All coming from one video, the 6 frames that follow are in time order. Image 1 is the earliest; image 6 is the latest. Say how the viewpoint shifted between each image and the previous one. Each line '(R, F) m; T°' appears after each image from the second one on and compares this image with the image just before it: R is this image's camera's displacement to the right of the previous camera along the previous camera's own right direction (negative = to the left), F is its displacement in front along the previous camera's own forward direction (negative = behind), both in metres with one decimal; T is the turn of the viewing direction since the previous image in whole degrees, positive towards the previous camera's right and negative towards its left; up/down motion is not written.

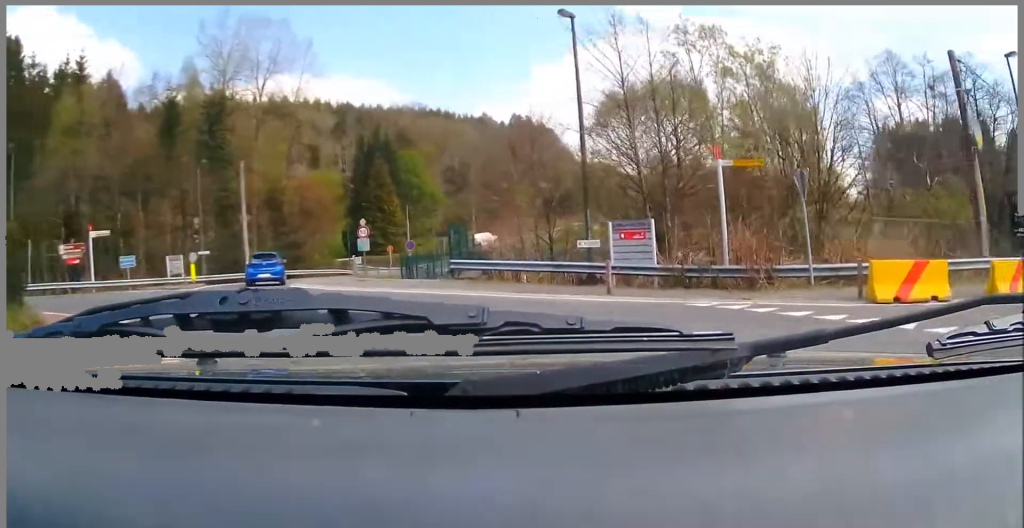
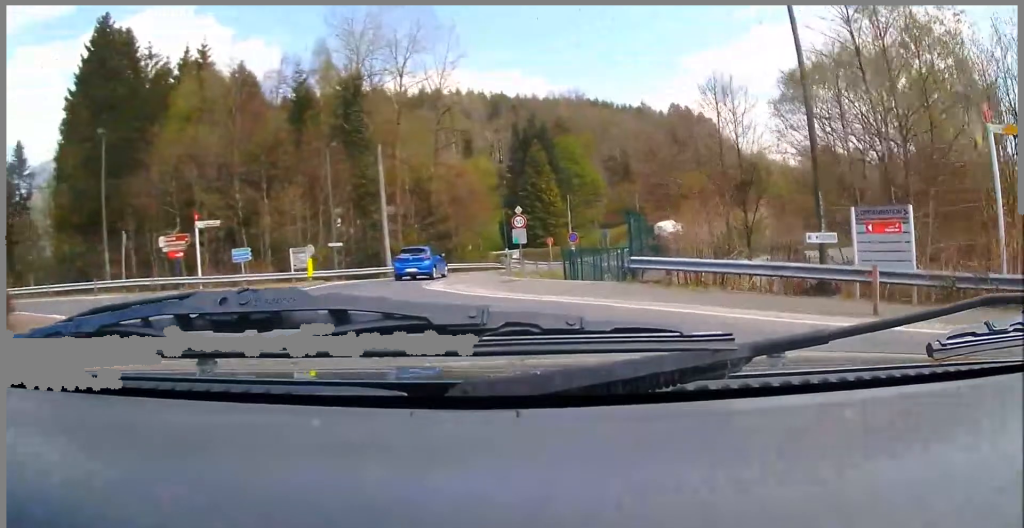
(-0.7, +4.5) m; -10°
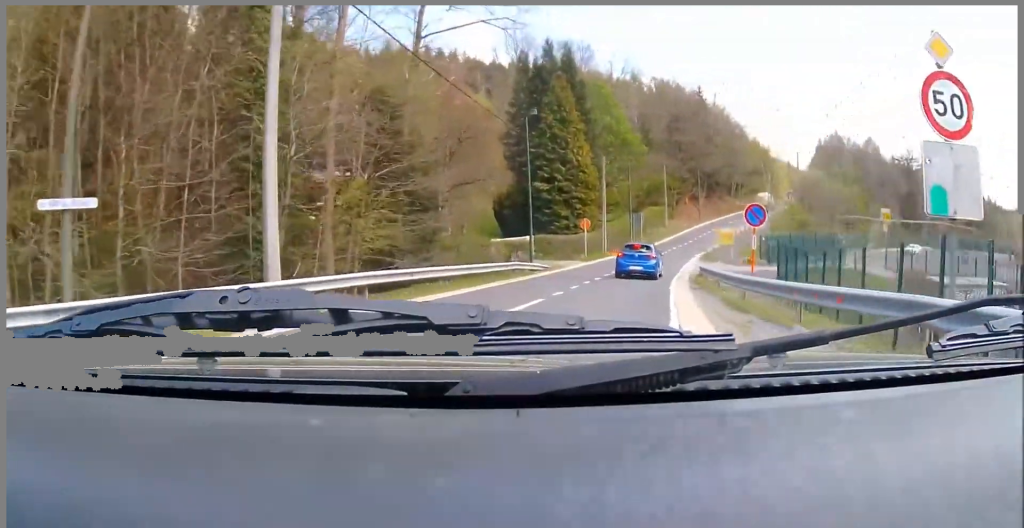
(-0.1, +28.3) m; +4°
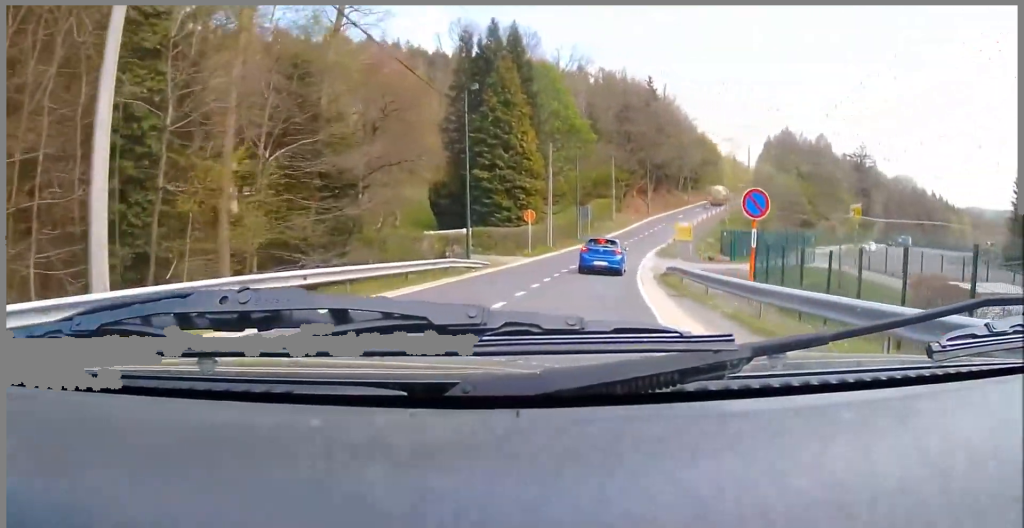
(0.0, +5.1) m; +3°
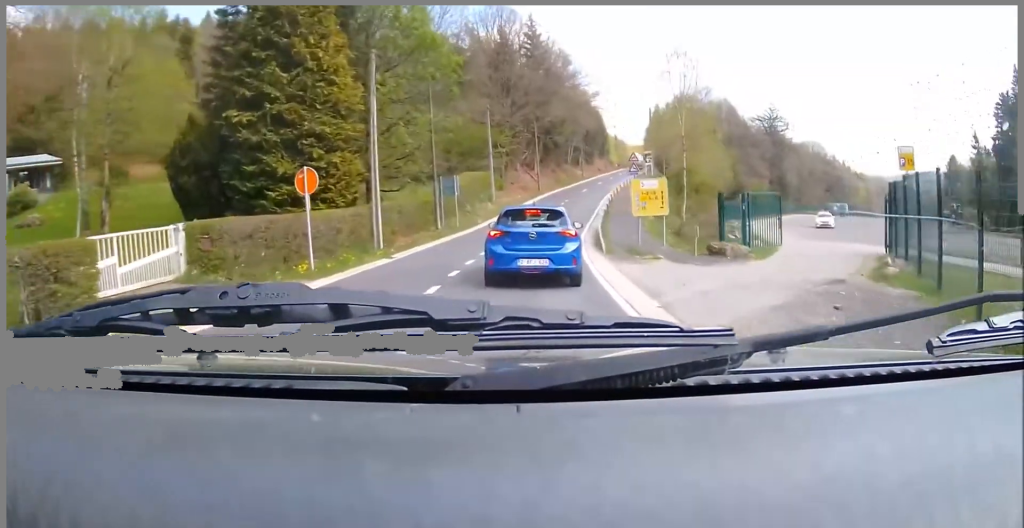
(+3.6, +23.7) m; +16°
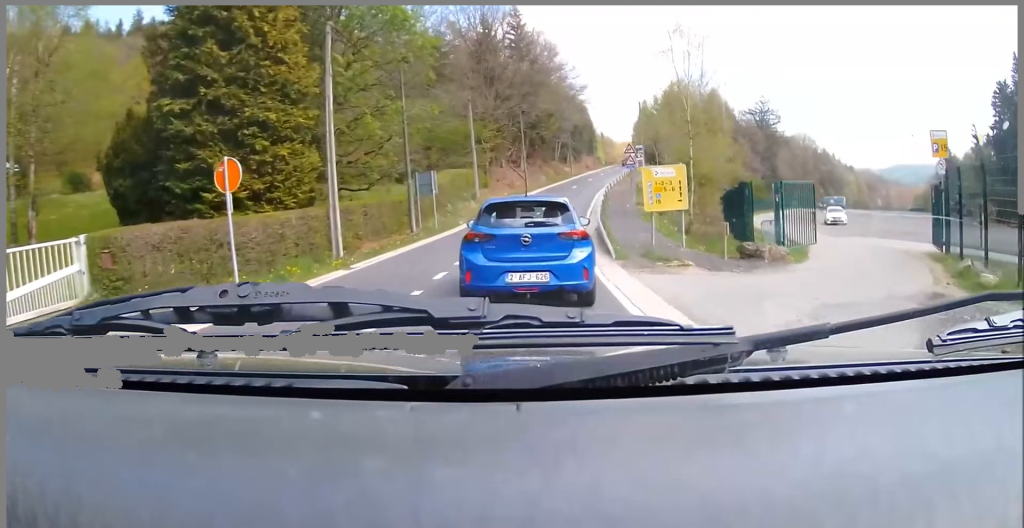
(+0.4, +6.0) m; 0°
